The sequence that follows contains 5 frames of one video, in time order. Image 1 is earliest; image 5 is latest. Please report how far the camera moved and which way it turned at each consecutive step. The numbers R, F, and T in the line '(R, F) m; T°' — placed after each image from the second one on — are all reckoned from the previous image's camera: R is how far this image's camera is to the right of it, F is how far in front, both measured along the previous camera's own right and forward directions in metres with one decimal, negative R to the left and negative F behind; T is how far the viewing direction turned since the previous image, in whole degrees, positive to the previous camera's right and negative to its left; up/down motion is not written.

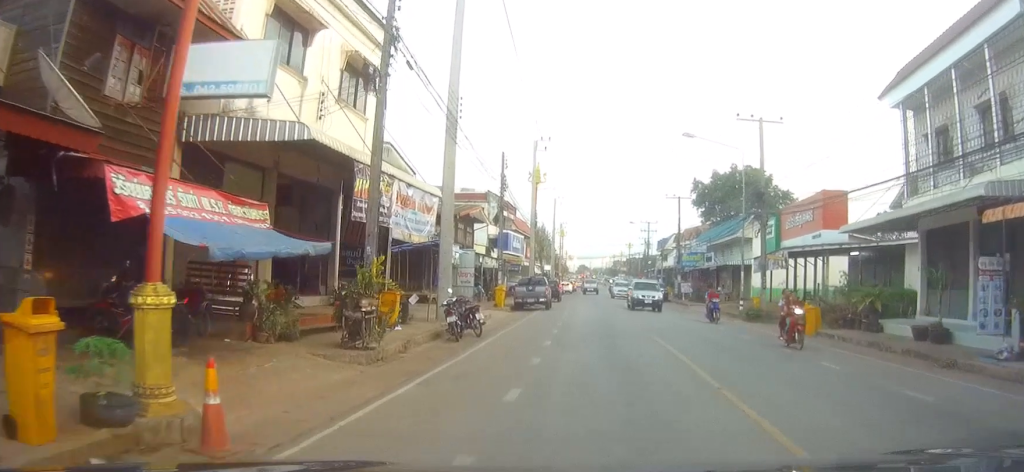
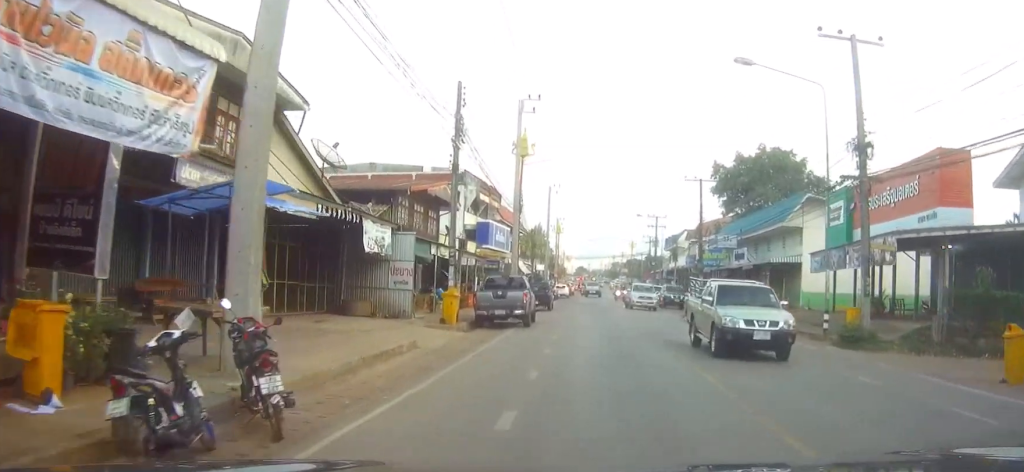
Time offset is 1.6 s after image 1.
(+0.4, +13.8) m; +3°
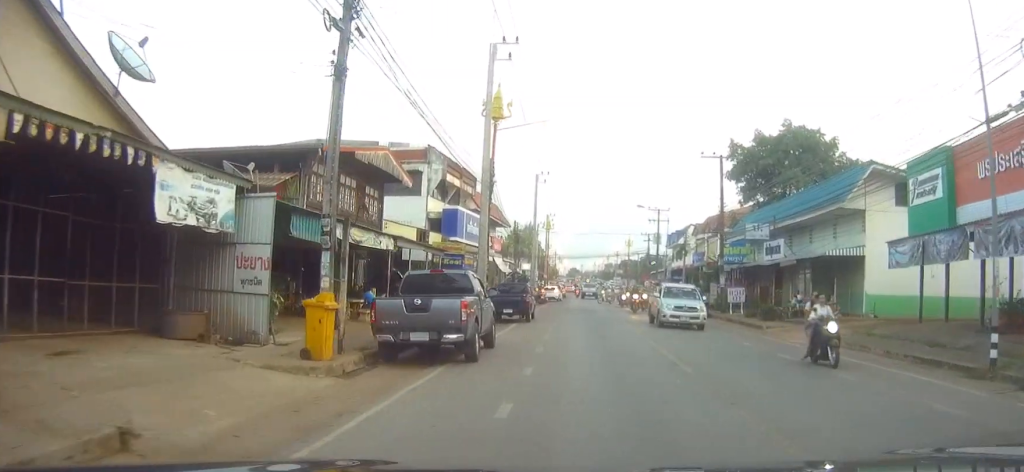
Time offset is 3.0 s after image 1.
(+0.1, +11.5) m; -3°
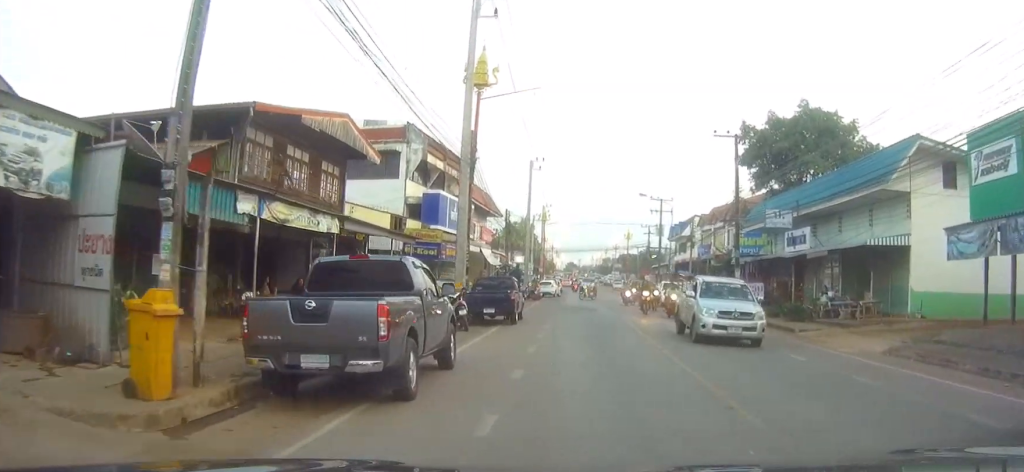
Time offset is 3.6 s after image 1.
(-0.3, +4.7) m; -2°
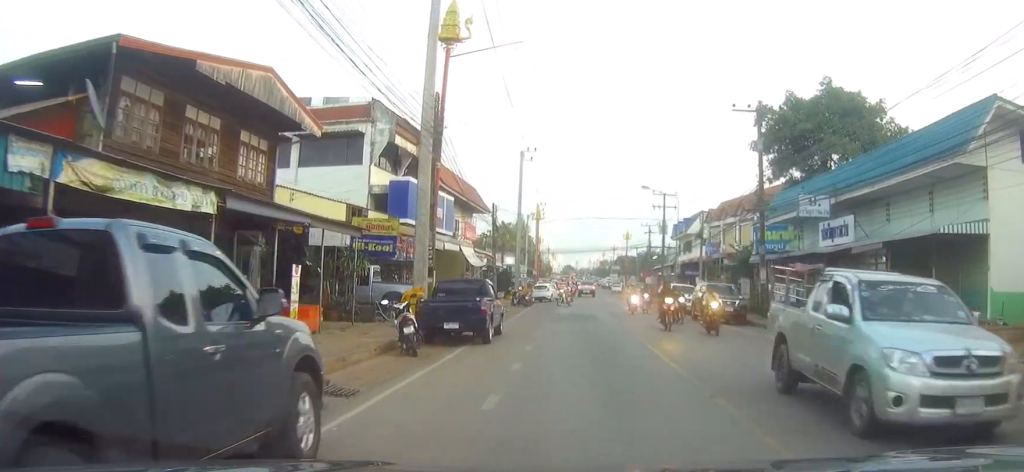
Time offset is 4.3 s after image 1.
(-0.2, +6.3) m; -1°
